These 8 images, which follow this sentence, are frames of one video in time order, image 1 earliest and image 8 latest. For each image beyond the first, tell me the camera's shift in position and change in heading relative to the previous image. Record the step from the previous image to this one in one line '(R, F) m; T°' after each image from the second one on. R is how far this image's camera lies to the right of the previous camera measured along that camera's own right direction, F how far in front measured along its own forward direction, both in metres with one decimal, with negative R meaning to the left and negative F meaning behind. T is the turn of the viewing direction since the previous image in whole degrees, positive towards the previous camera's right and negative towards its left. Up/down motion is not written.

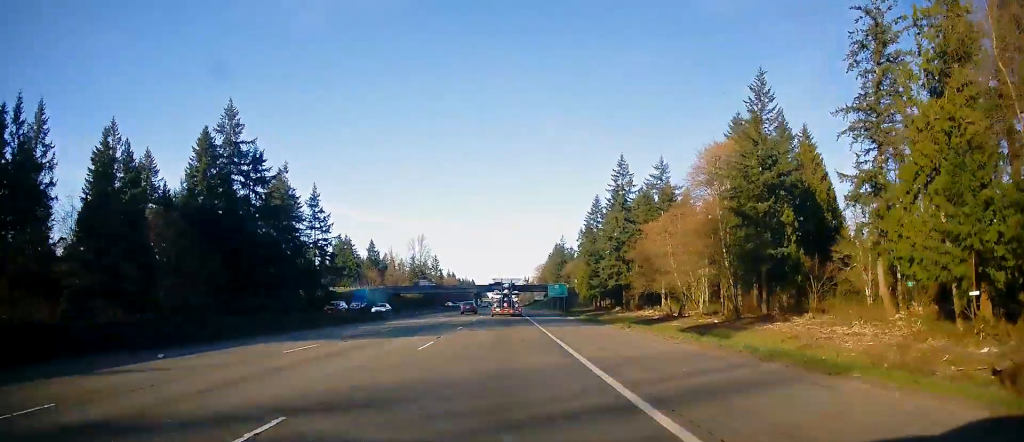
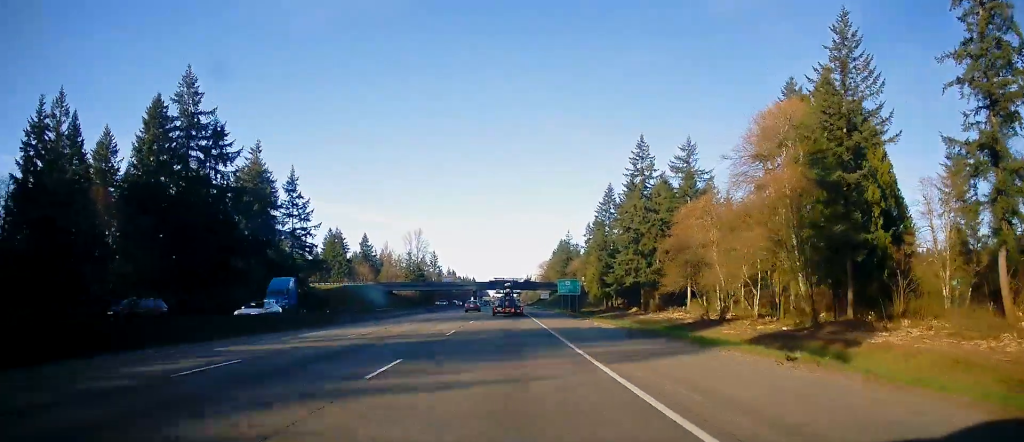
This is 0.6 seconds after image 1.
(0.0, +18.1) m; 0°
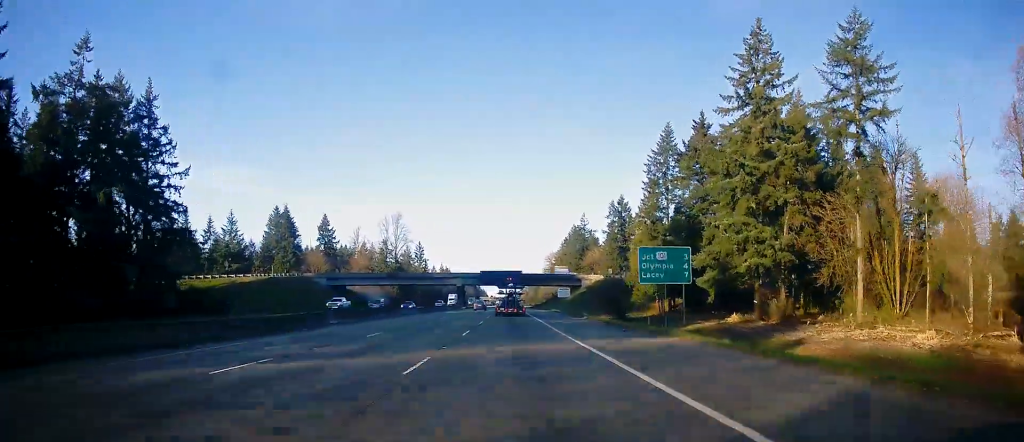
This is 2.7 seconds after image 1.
(0.0, +60.6) m; 0°
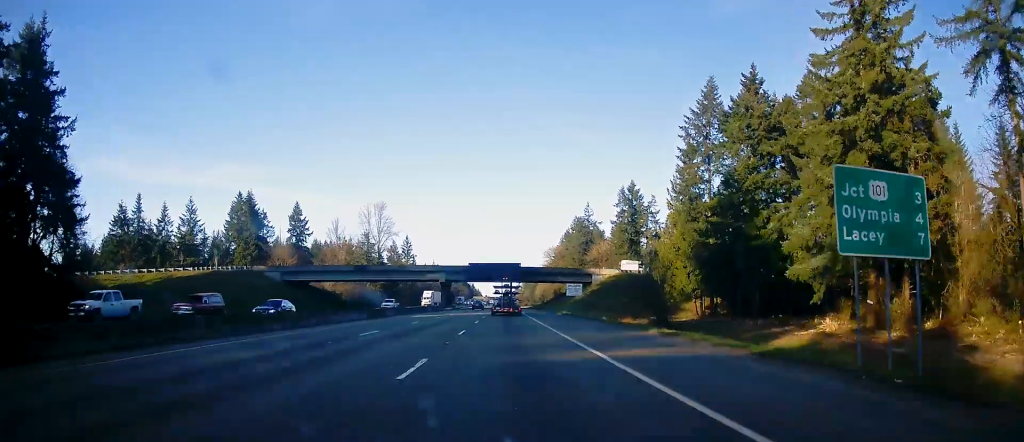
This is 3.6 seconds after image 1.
(0.0, +25.1) m; 0°
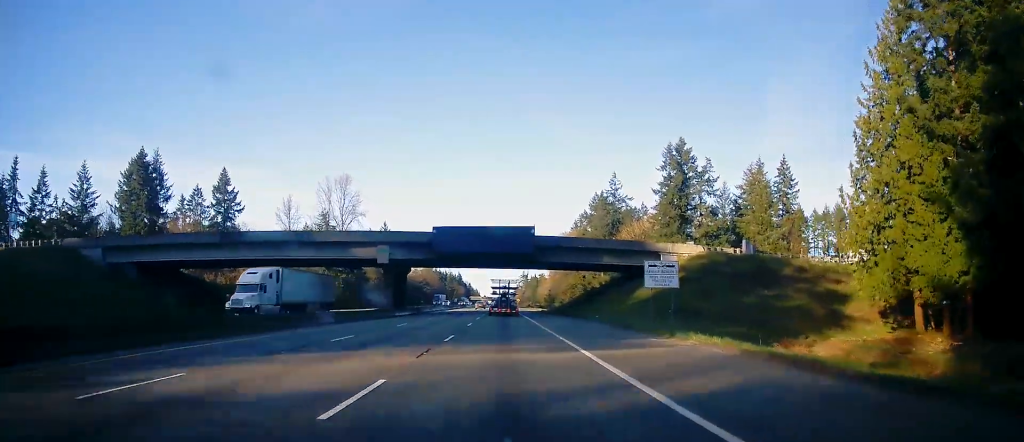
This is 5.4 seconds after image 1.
(+0.6, +53.1) m; +1°
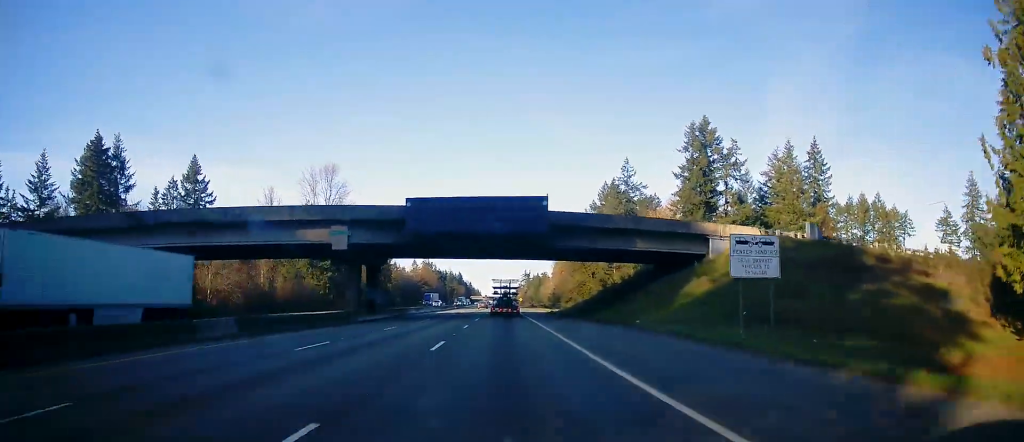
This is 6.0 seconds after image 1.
(0.0, +15.5) m; 0°
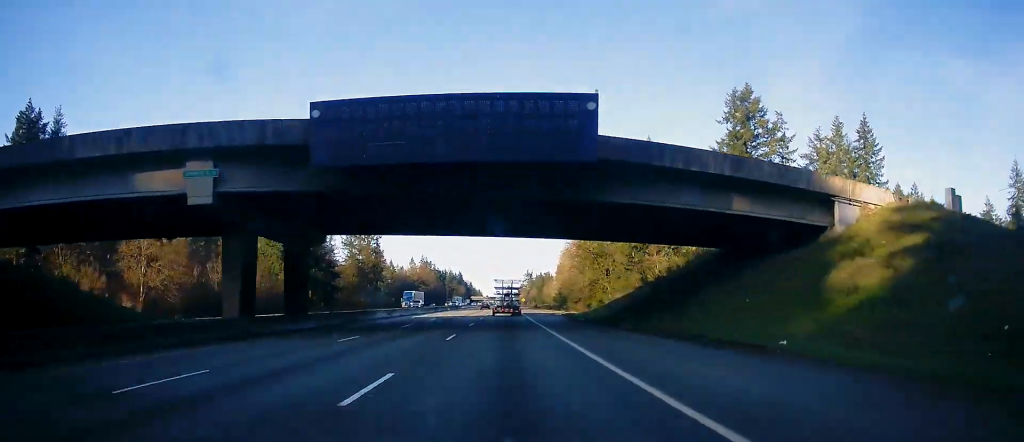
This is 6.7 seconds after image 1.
(+0.1, +20.4) m; -1°
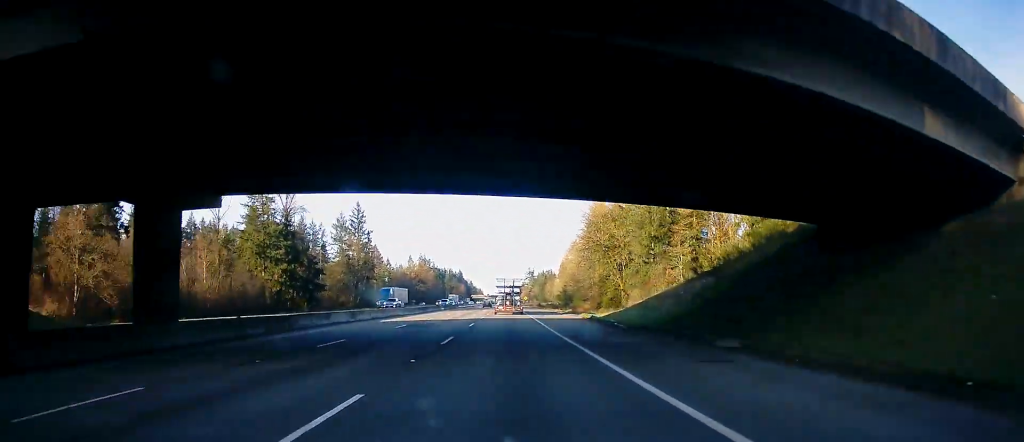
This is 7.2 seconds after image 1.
(-0.3, +14.6) m; 0°
